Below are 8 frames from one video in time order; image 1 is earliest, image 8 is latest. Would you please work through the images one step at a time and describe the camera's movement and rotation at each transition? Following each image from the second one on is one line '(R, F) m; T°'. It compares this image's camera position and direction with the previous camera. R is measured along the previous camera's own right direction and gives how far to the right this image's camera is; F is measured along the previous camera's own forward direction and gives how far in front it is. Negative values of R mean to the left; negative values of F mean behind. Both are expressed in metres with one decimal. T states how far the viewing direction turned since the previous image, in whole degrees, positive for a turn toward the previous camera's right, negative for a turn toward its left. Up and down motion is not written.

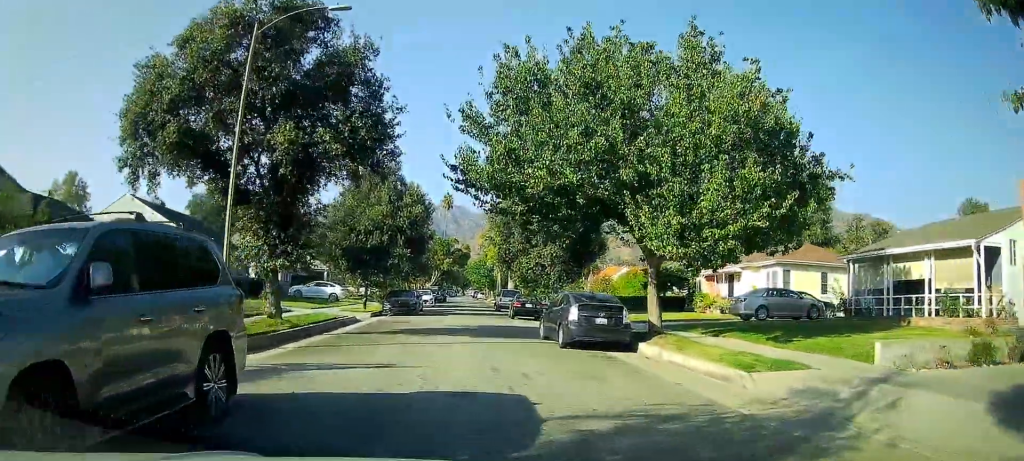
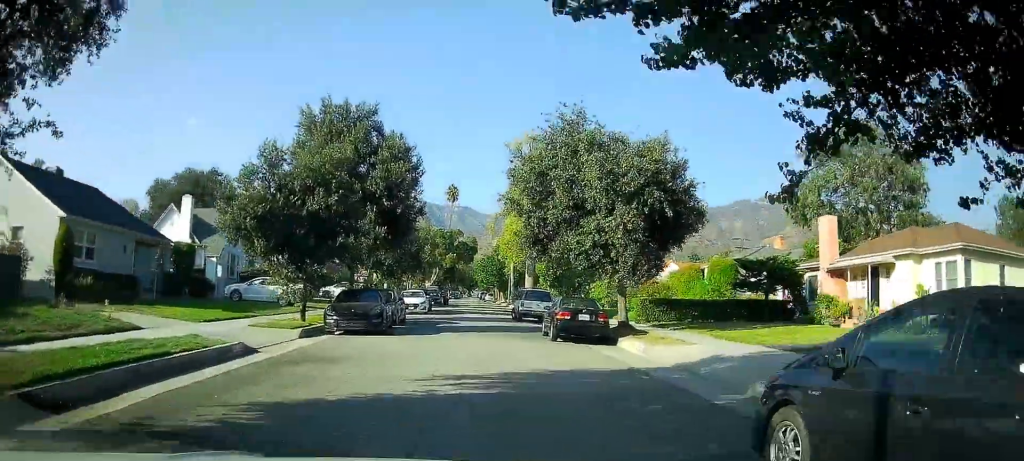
(0.0, +14.3) m; +3°
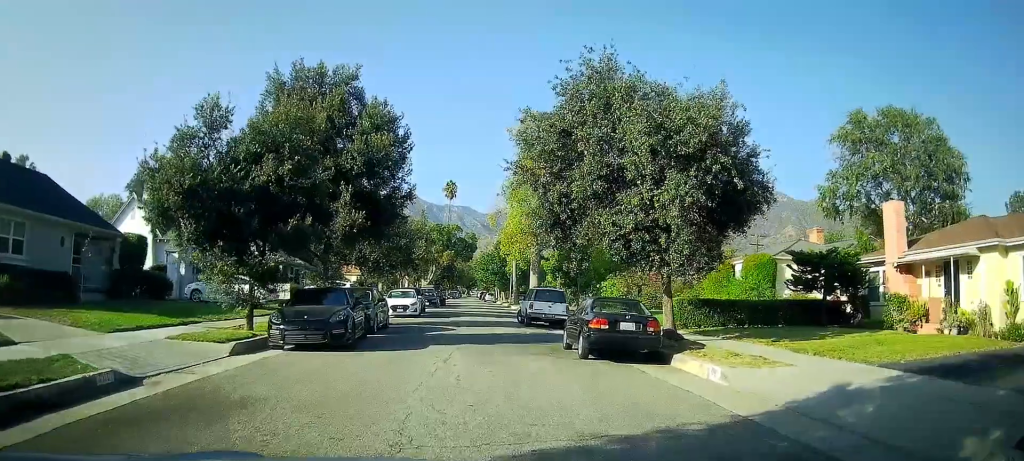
(+0.3, +4.8) m; 0°
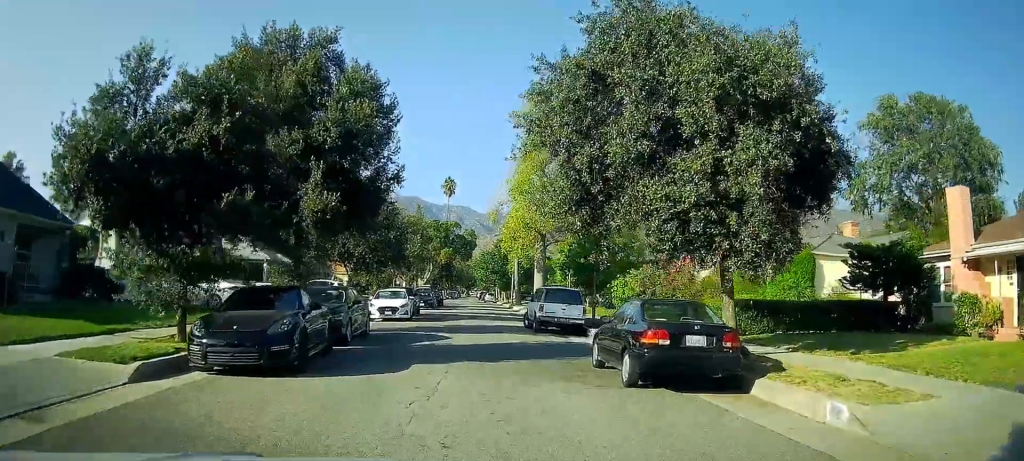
(-0.1, +3.8) m; -1°
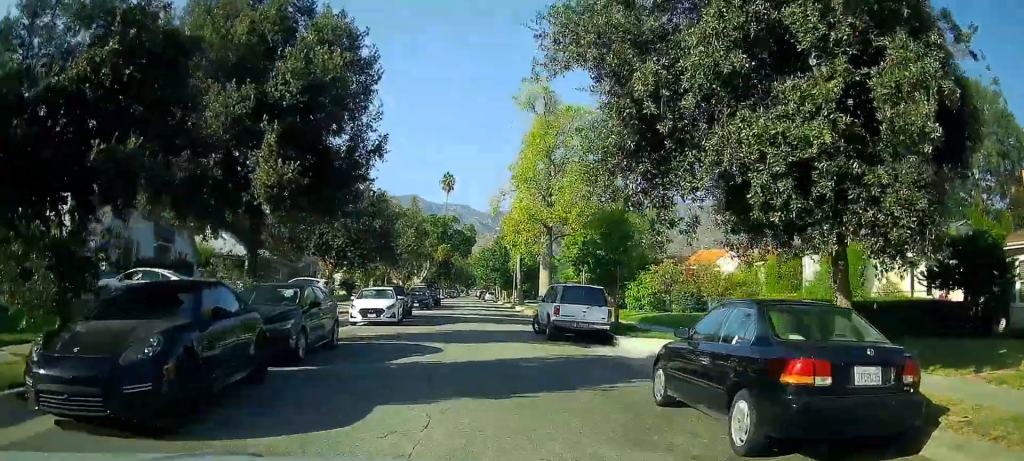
(-0.2, +3.5) m; -2°
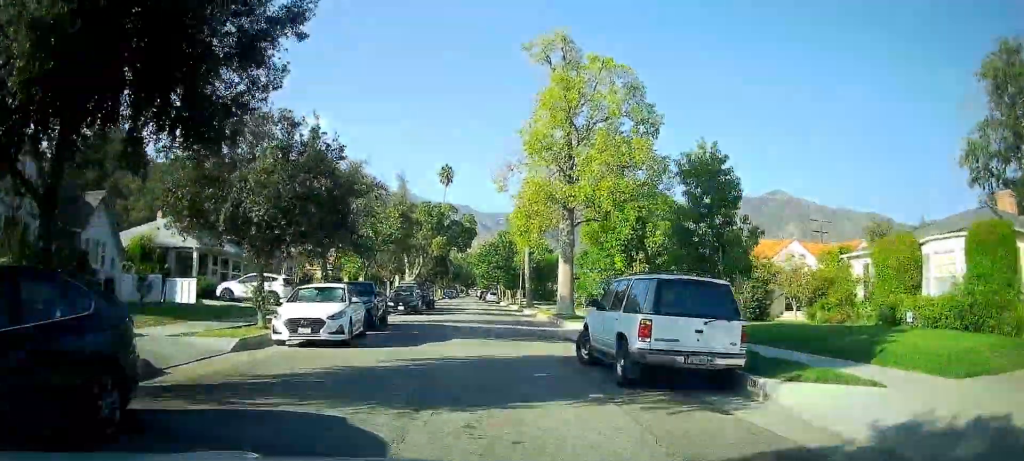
(0.0, +7.1) m; +3°
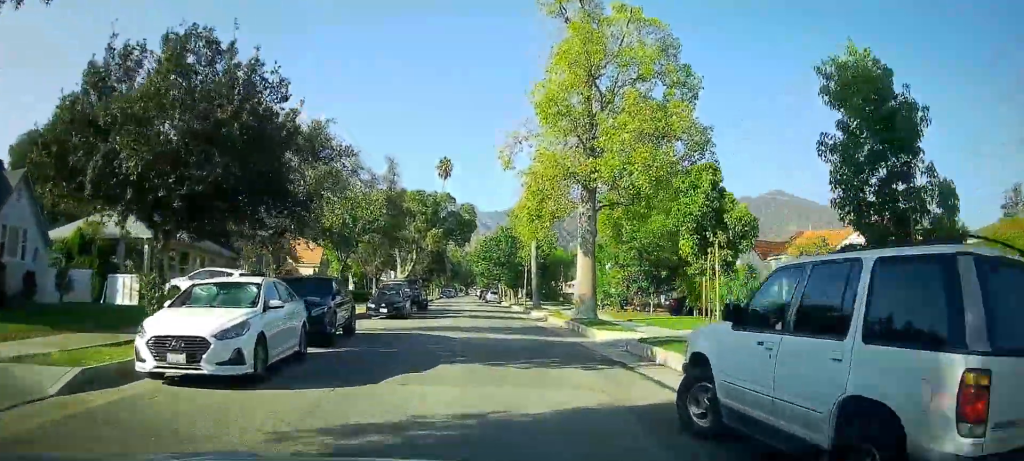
(+0.2, +5.5) m; +1°
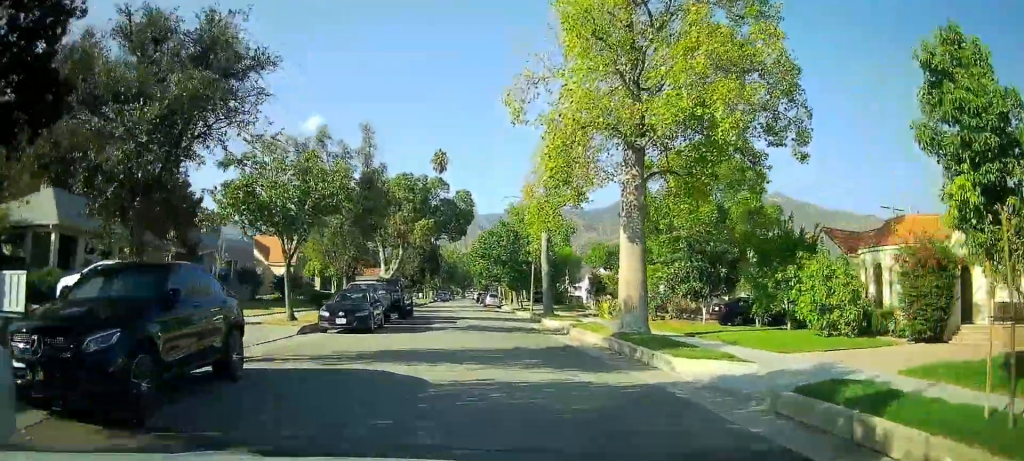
(0.0, +7.8) m; -2°
